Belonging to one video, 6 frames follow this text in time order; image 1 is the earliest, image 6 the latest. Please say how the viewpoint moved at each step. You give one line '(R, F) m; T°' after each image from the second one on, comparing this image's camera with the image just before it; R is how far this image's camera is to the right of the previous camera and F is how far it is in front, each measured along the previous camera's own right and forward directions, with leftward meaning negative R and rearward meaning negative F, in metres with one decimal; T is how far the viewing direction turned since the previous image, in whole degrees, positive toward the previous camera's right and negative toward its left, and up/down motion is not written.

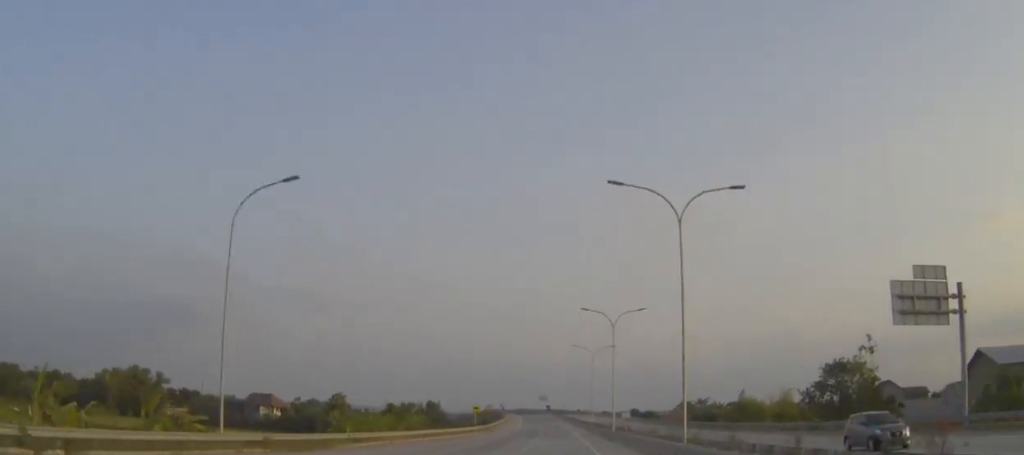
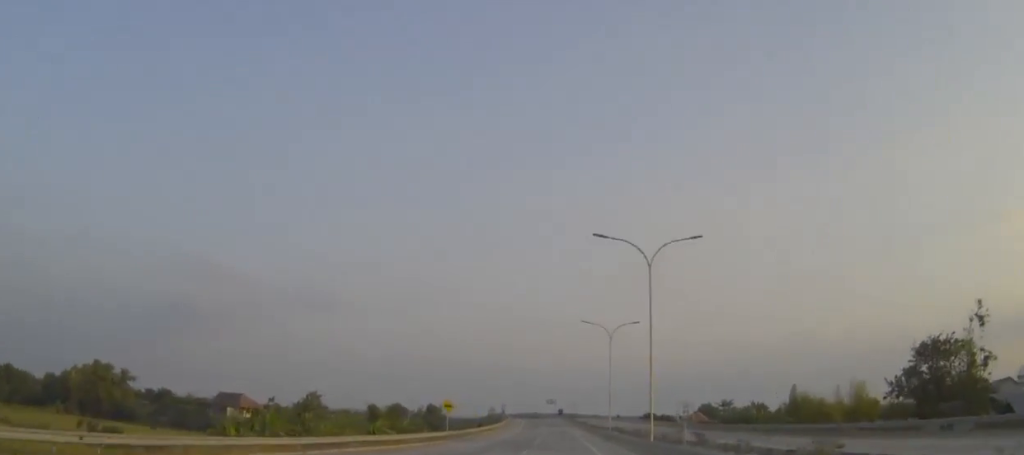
(-0.1, +25.8) m; -1°
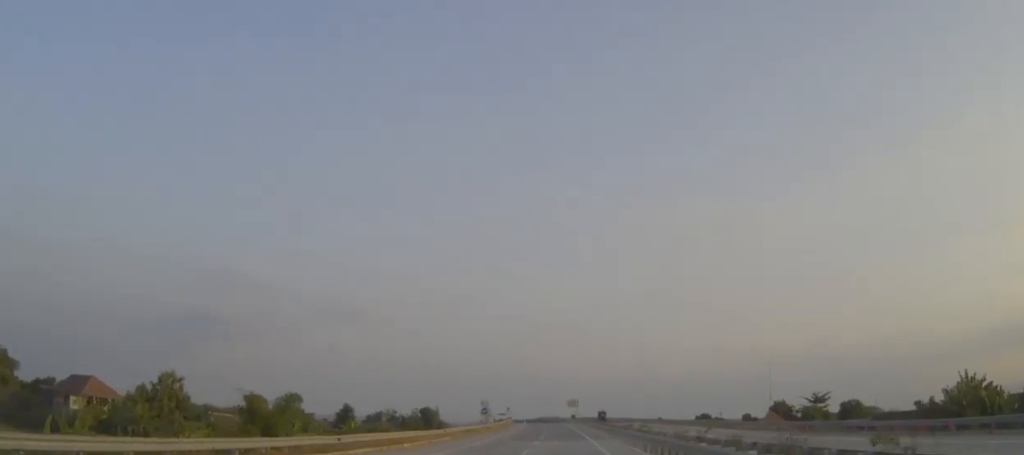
(-1.3, +71.7) m; -2°
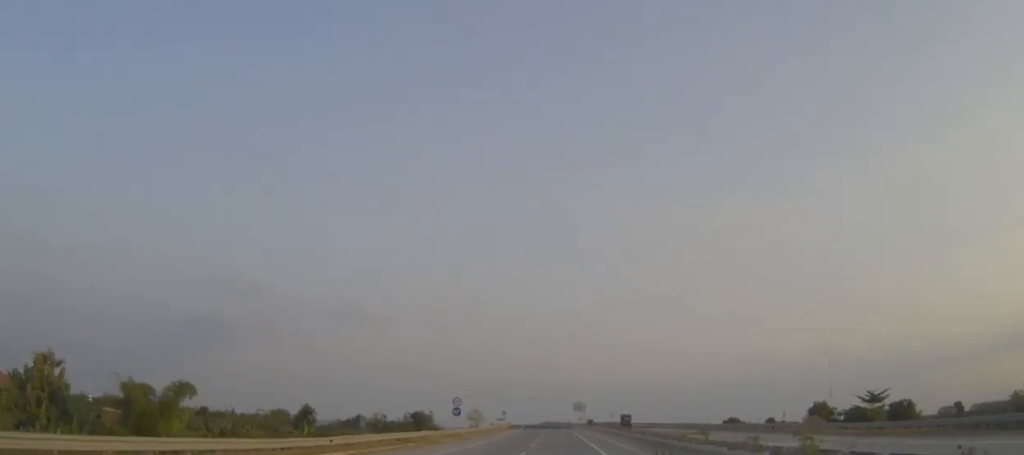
(-0.2, +29.2) m; -1°
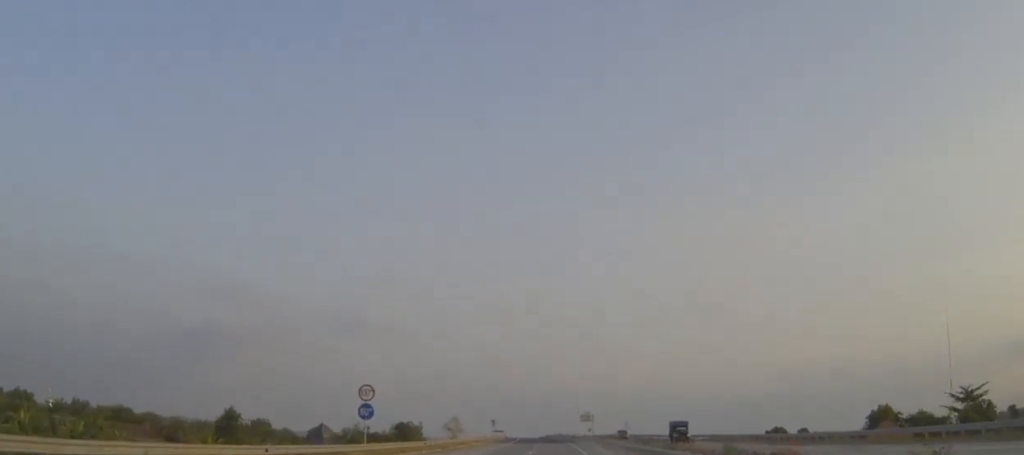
(-0.3, +34.6) m; -1°
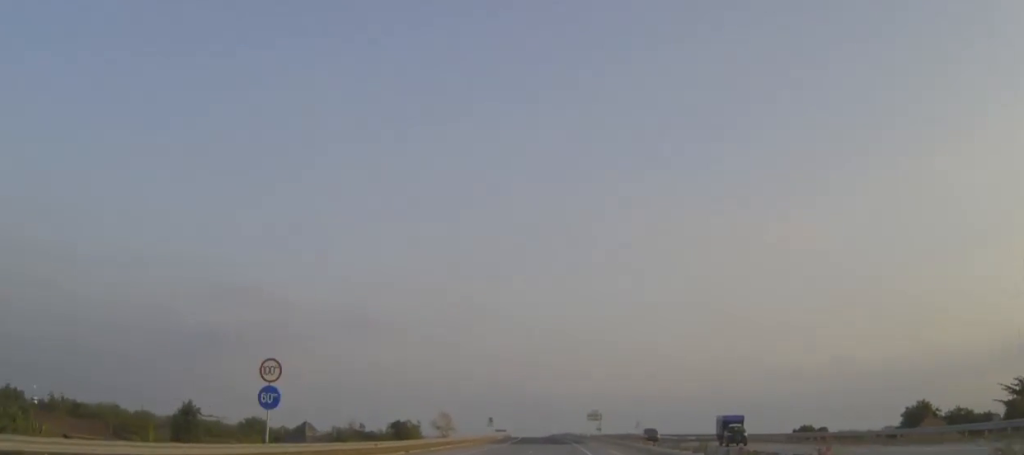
(0.0, +14.3) m; 0°
